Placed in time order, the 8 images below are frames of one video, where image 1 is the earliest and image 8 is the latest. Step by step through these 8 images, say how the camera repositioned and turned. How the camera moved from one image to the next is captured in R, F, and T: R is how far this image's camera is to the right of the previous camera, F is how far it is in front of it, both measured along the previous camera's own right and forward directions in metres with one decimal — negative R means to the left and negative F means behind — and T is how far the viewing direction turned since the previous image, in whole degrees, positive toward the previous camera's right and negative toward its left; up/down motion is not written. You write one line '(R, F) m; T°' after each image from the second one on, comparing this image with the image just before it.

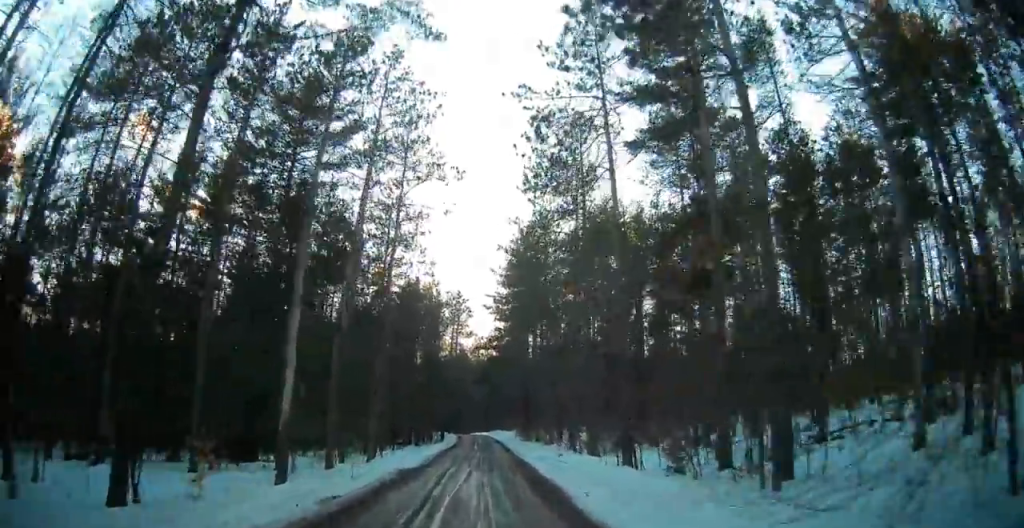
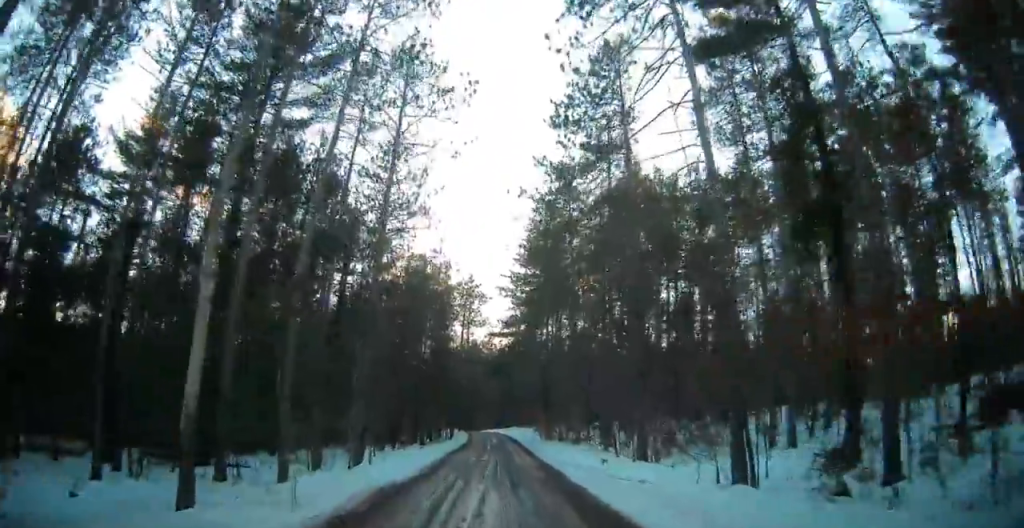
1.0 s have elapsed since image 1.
(0.0, +7.3) m; 0°
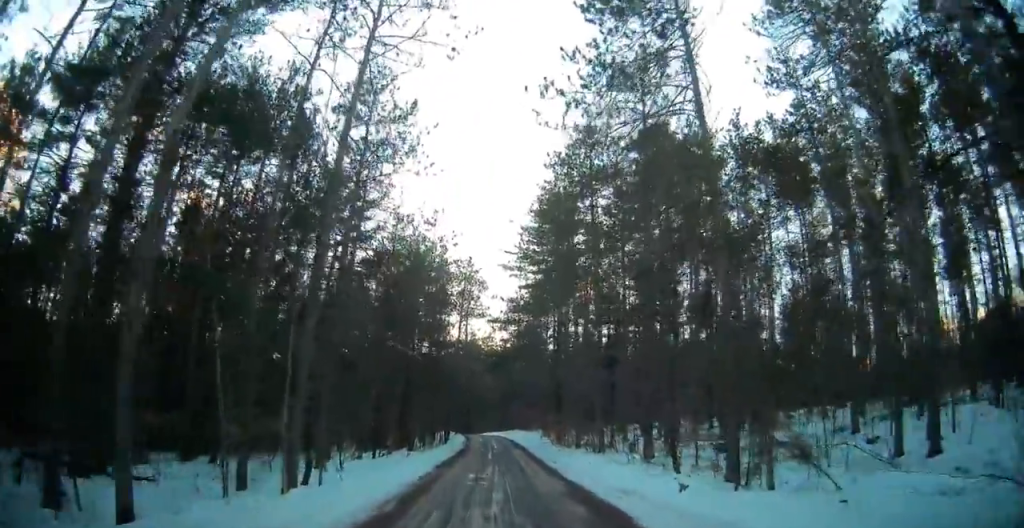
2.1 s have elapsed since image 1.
(0.0, +8.6) m; +1°
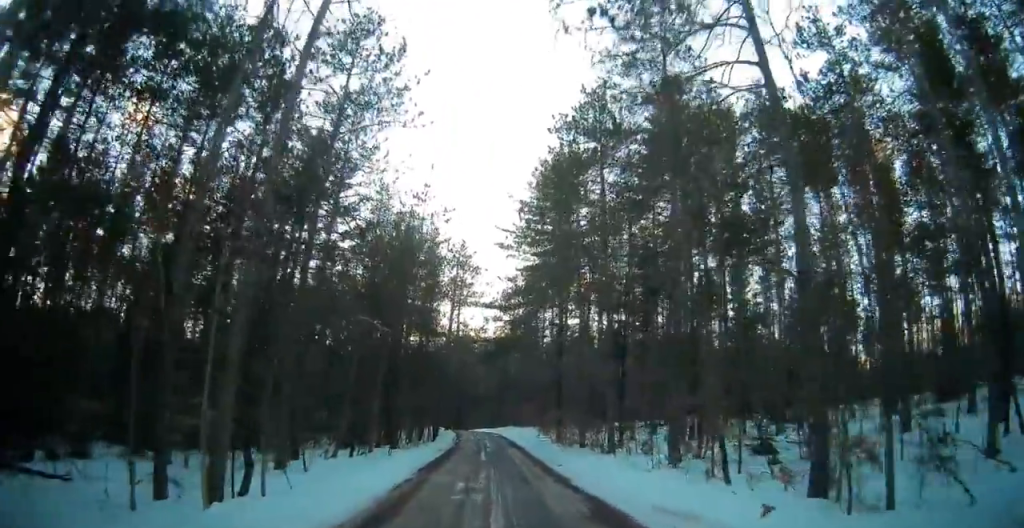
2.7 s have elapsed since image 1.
(0.0, +4.8) m; +1°
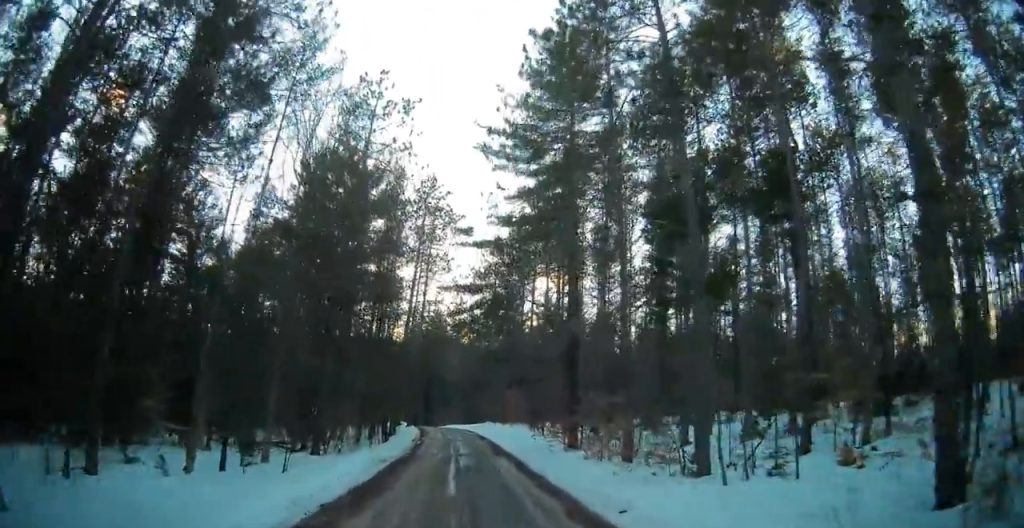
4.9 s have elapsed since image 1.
(+0.2, +15.5) m; -1°
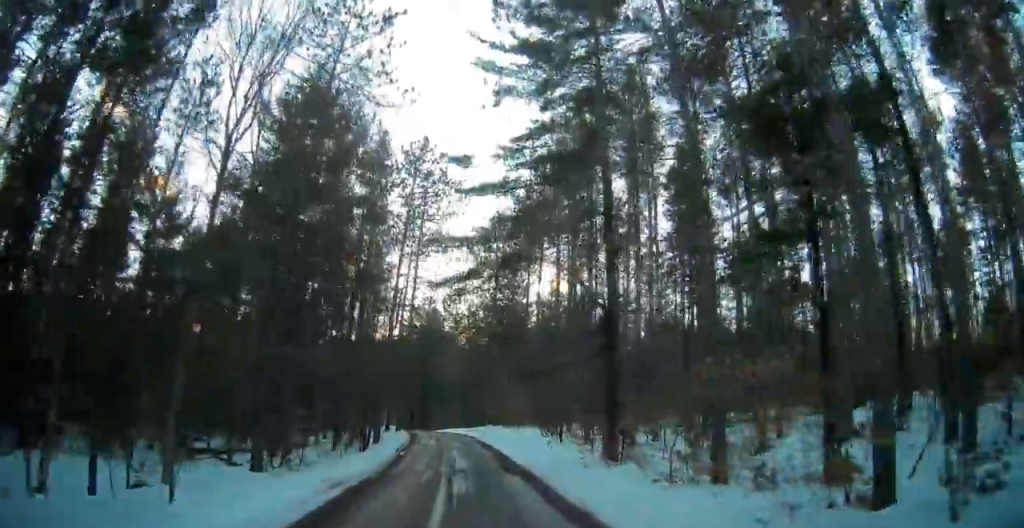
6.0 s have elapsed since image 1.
(-0.2, +7.0) m; +1°
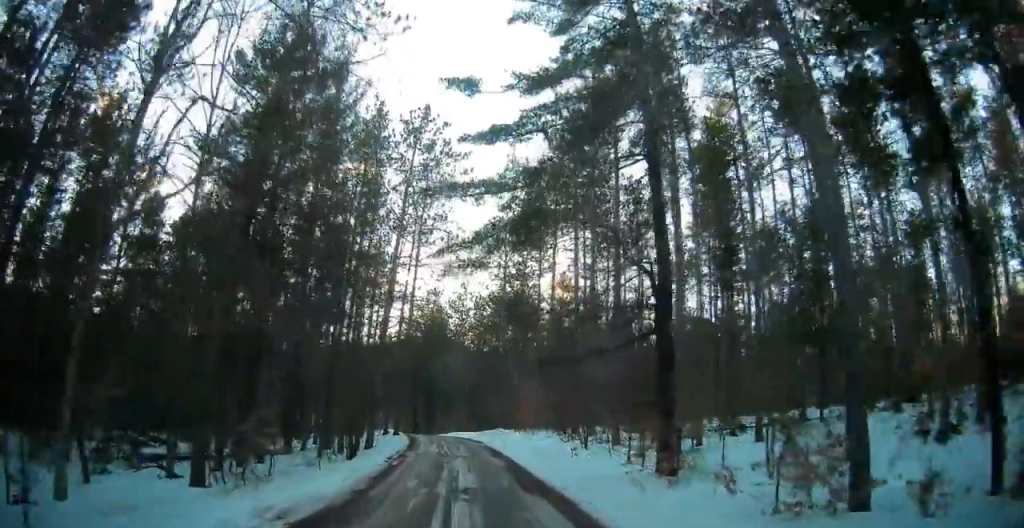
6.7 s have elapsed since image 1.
(0.0, +4.5) m; +2°
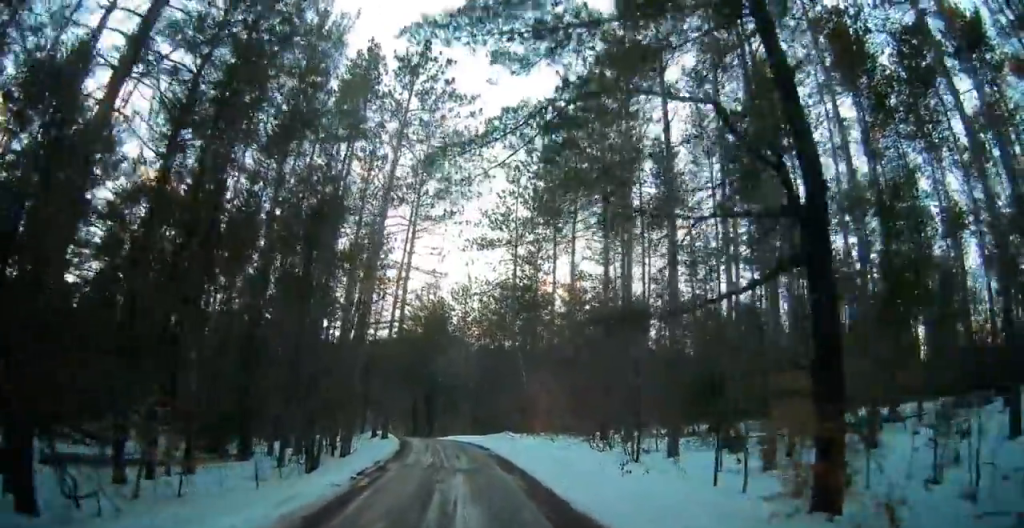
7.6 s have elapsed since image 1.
(+0.3, +6.9) m; 0°
